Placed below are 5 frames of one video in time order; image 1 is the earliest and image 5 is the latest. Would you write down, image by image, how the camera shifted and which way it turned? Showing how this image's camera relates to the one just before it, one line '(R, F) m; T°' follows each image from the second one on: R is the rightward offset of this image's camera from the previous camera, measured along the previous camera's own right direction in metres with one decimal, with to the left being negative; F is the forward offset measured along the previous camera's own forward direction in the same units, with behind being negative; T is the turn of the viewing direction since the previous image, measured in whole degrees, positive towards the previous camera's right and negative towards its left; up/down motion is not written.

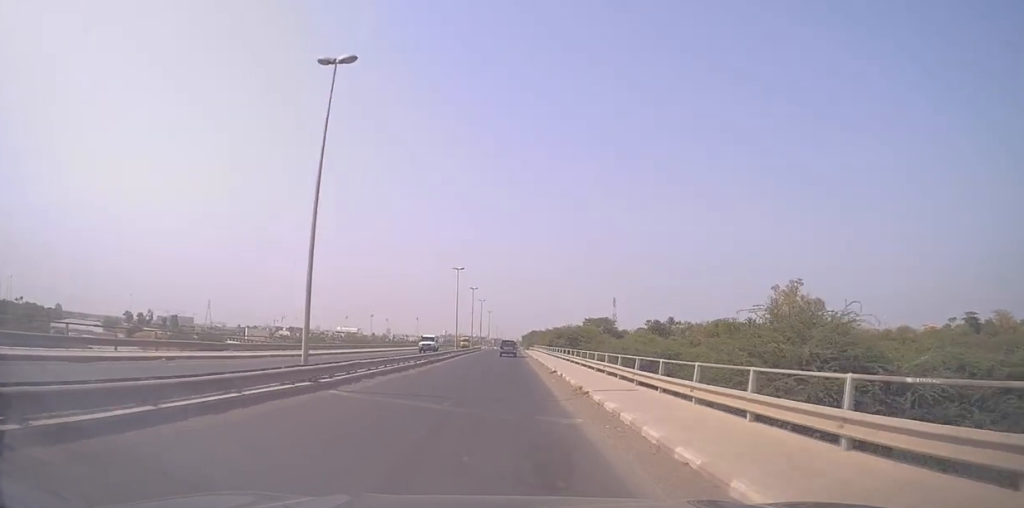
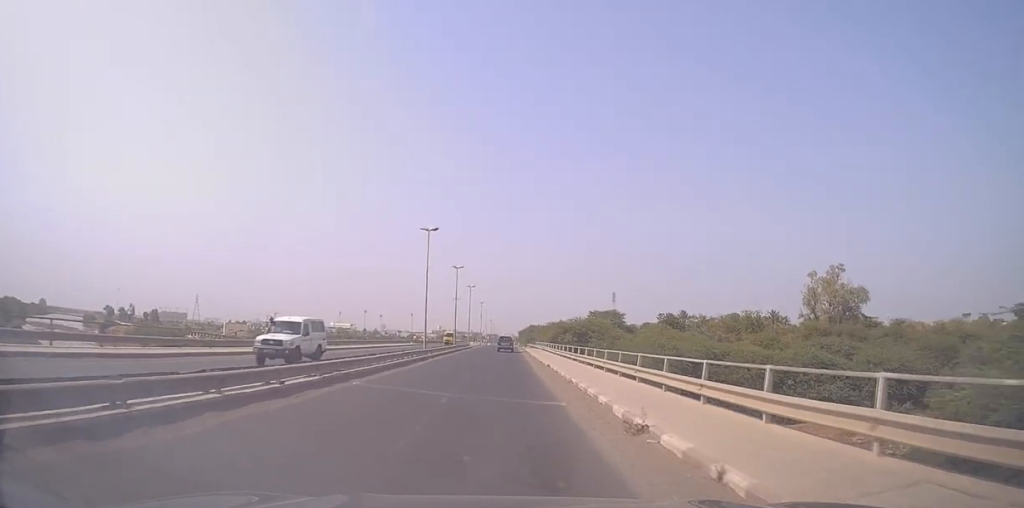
(+0.6, +19.2) m; +1°
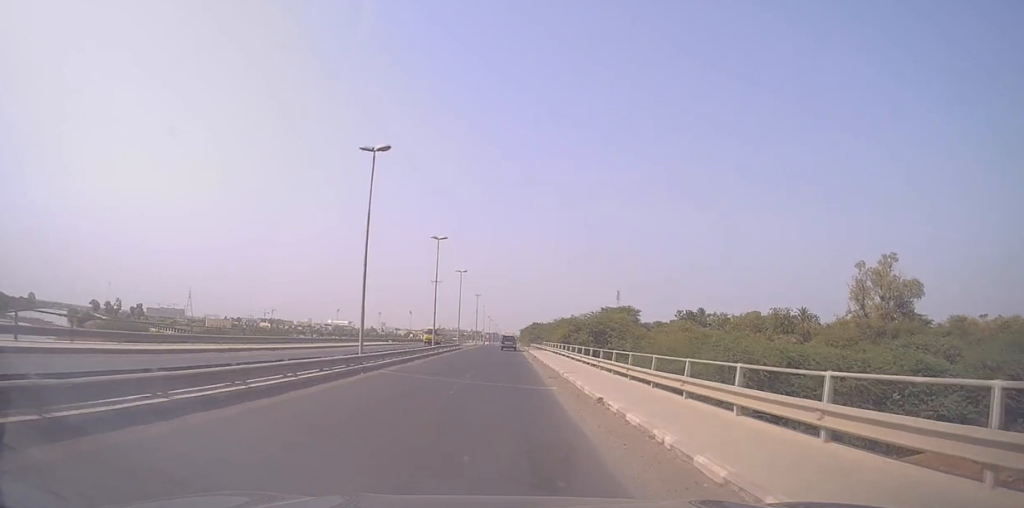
(-0.3, +17.2) m; -2°
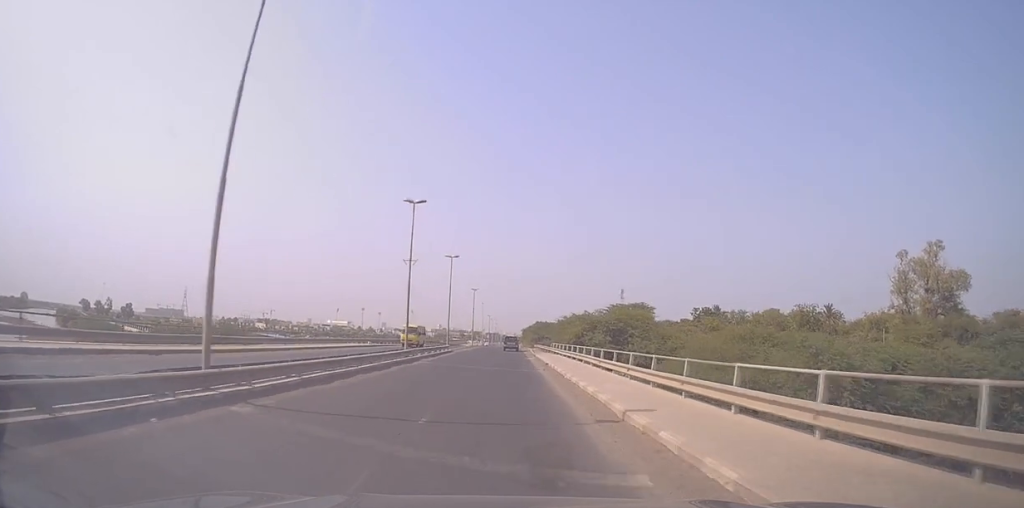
(-0.2, +12.1) m; 0°
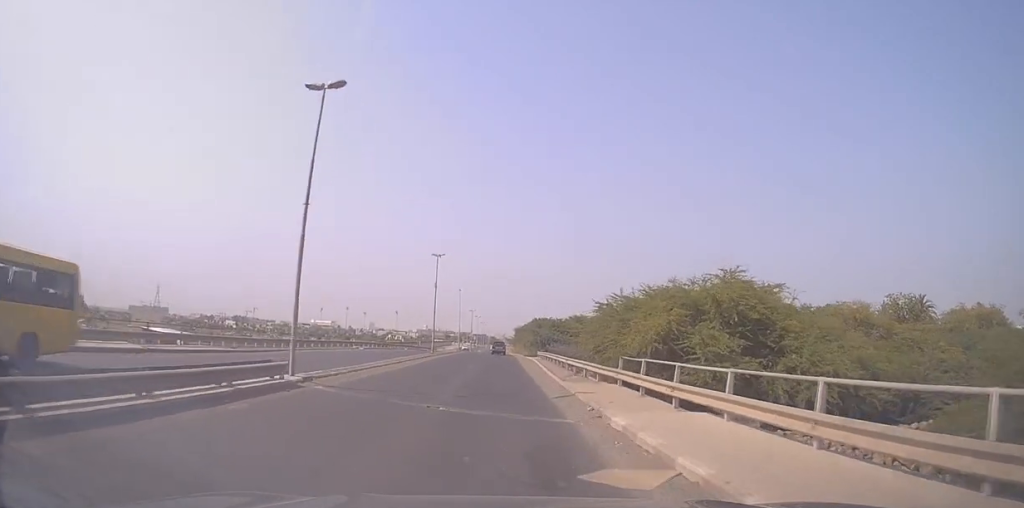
(+0.7, +37.9) m; +1°
